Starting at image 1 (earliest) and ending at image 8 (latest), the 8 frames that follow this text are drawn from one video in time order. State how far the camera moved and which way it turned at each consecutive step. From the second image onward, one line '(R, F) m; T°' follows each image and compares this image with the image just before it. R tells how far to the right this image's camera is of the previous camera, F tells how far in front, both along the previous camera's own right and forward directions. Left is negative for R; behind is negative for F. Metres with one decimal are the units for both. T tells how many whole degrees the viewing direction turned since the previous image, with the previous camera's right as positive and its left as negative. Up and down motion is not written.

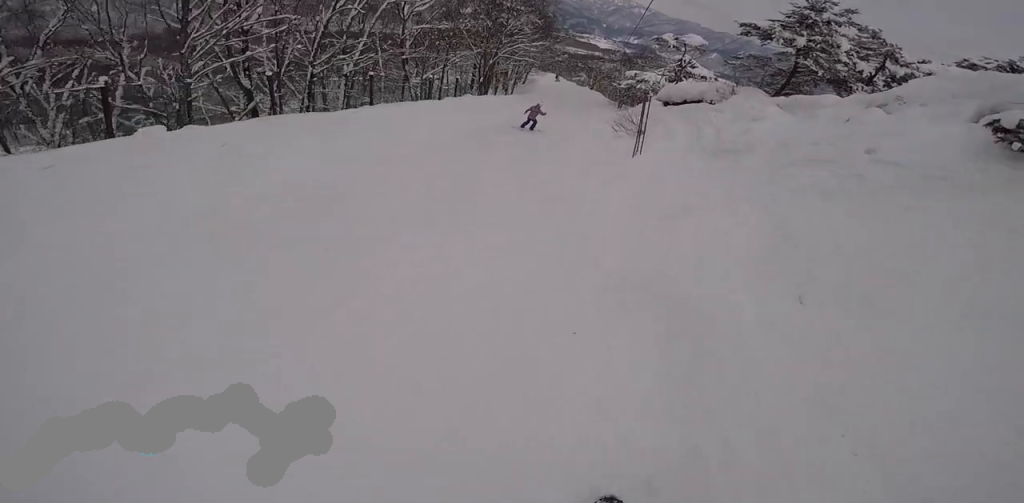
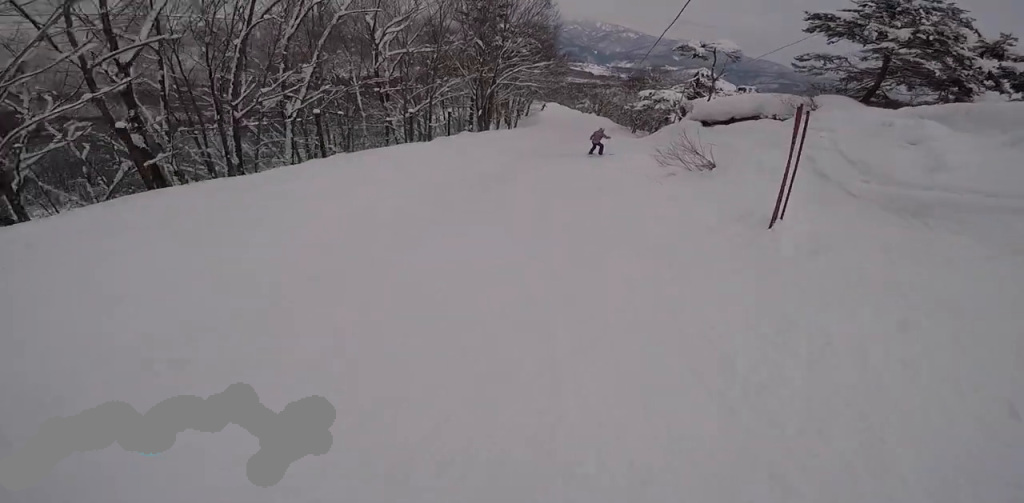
(-0.8, +4.3) m; -11°
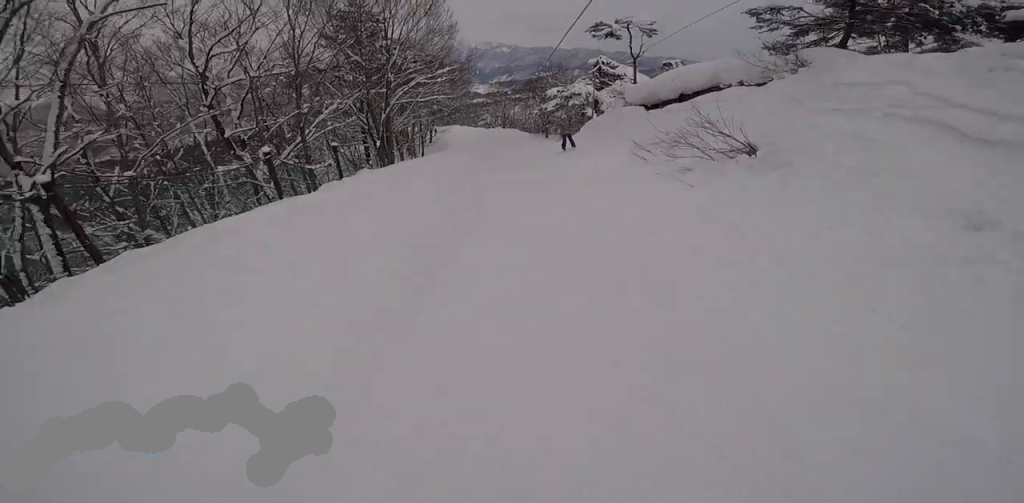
(0.0, +3.6) m; 0°
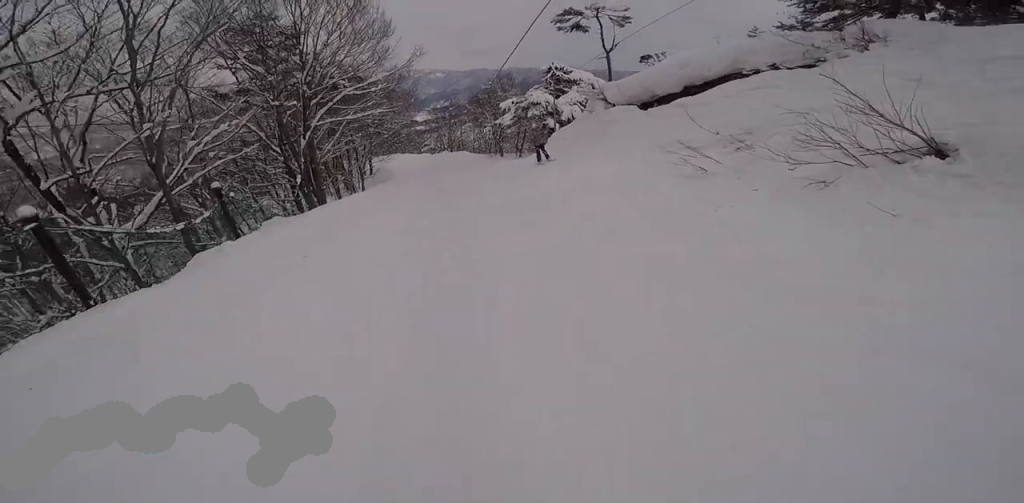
(0.0, +3.3) m; +6°
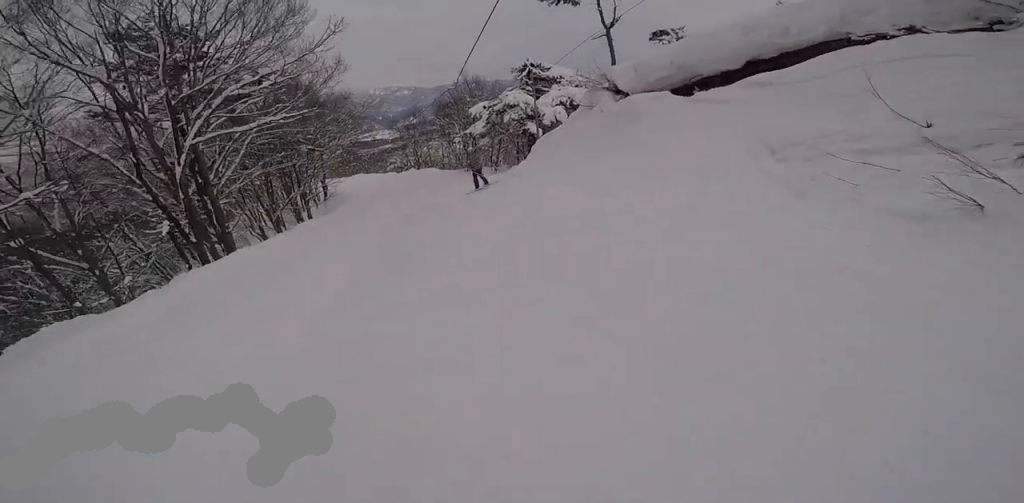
(-0.2, +4.2) m; +12°
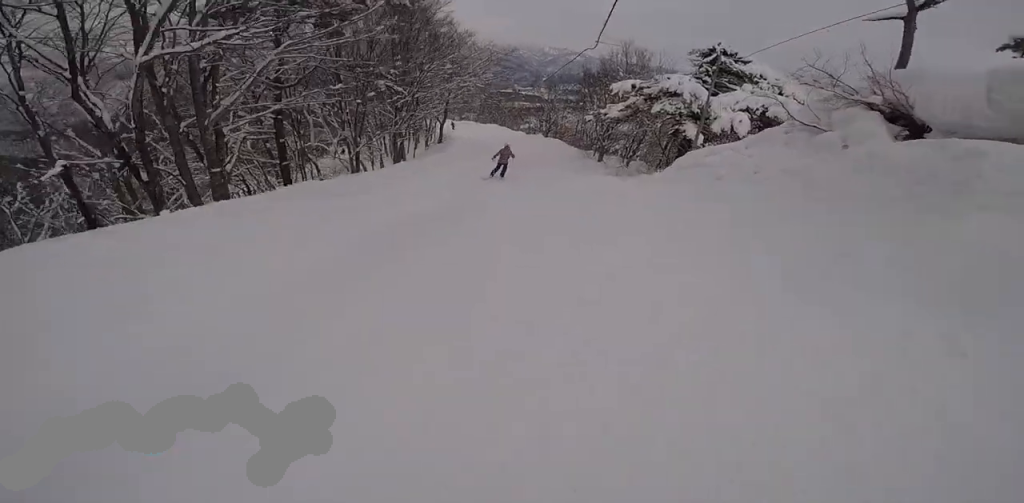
(+1.4, +5.9) m; +11°
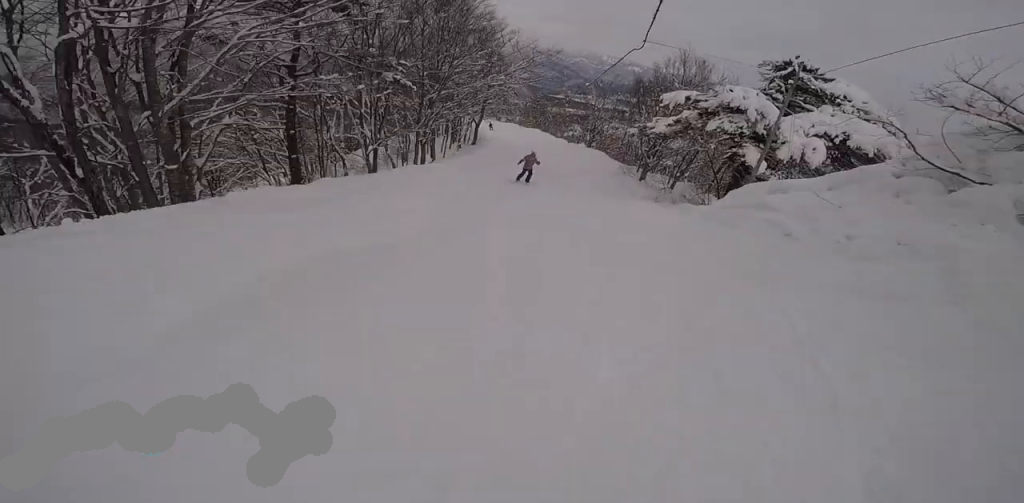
(-0.1, +2.7) m; -5°
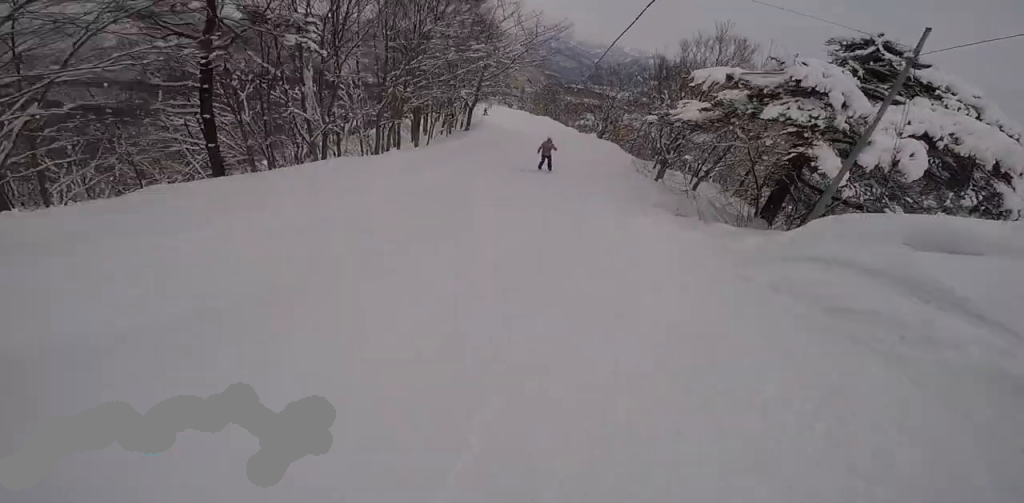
(+0.1, +4.4) m; -9°
